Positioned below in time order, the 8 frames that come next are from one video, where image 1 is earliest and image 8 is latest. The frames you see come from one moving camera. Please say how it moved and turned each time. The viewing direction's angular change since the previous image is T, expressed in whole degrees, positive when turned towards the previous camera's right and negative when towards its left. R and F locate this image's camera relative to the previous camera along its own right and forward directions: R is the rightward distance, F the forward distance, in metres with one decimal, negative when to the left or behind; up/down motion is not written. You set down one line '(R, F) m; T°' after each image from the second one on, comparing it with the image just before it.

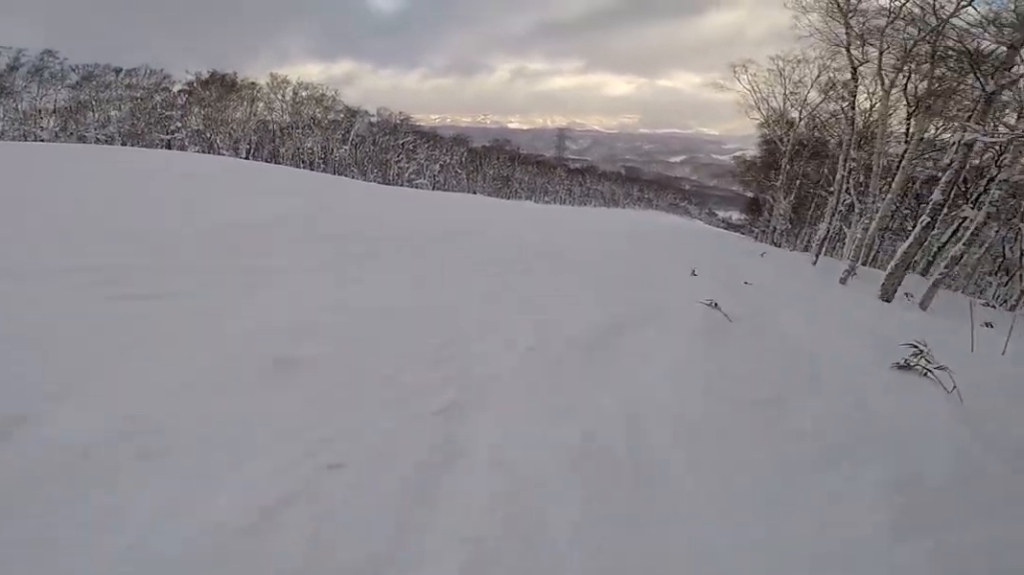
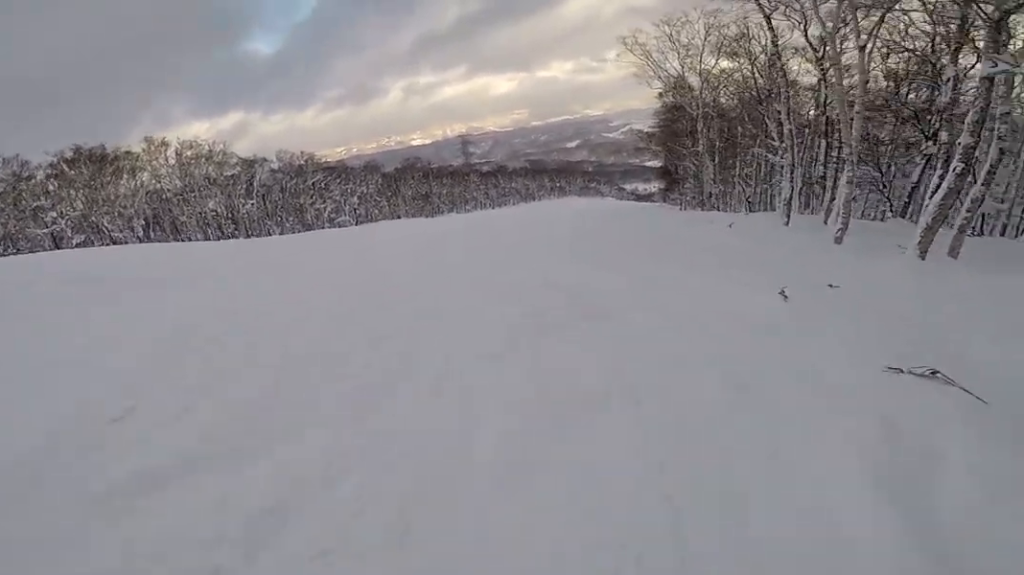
(+0.4, +3.6) m; +8°
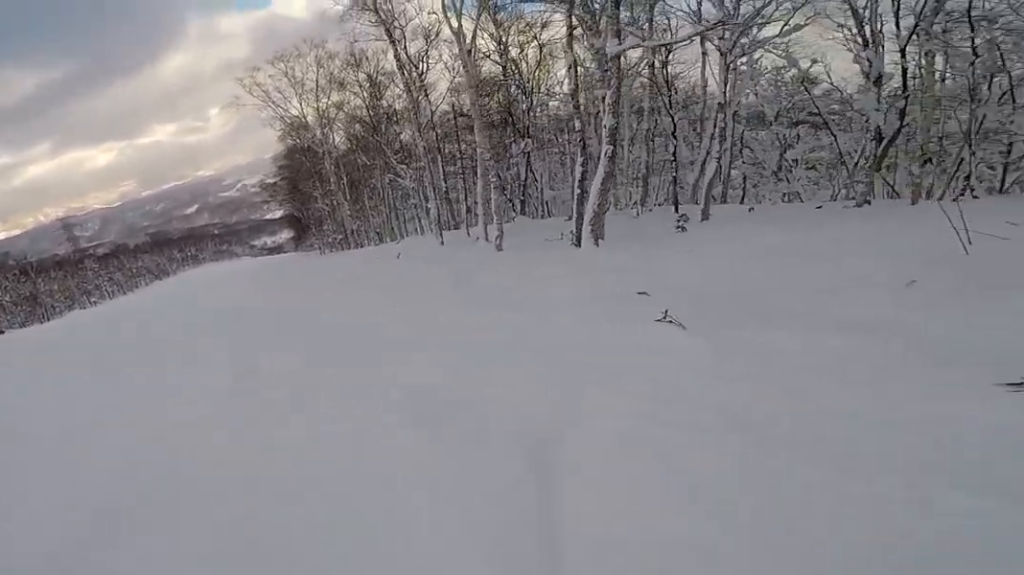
(+0.2, +3.6) m; +22°
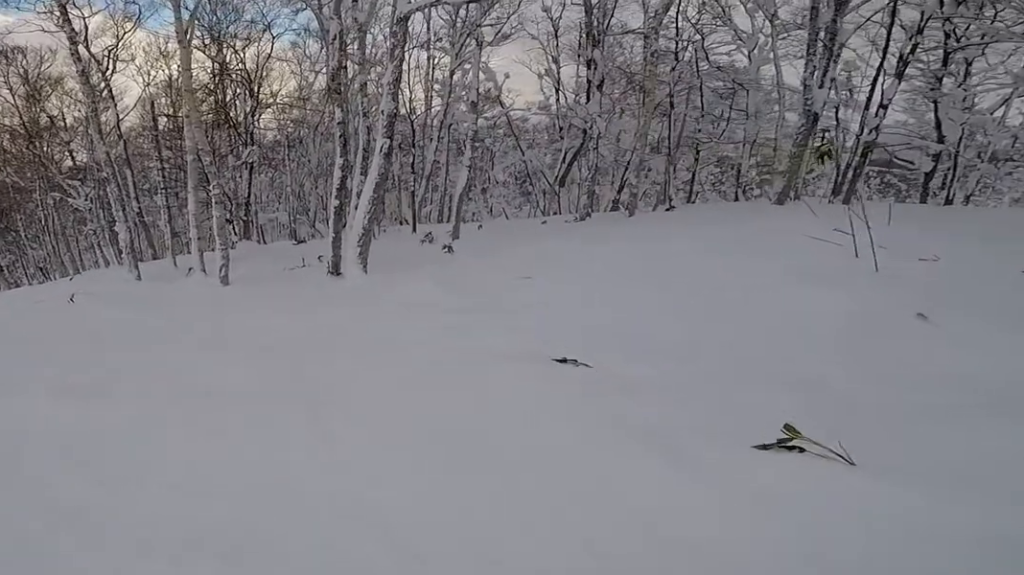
(+1.1, +3.3) m; +7°
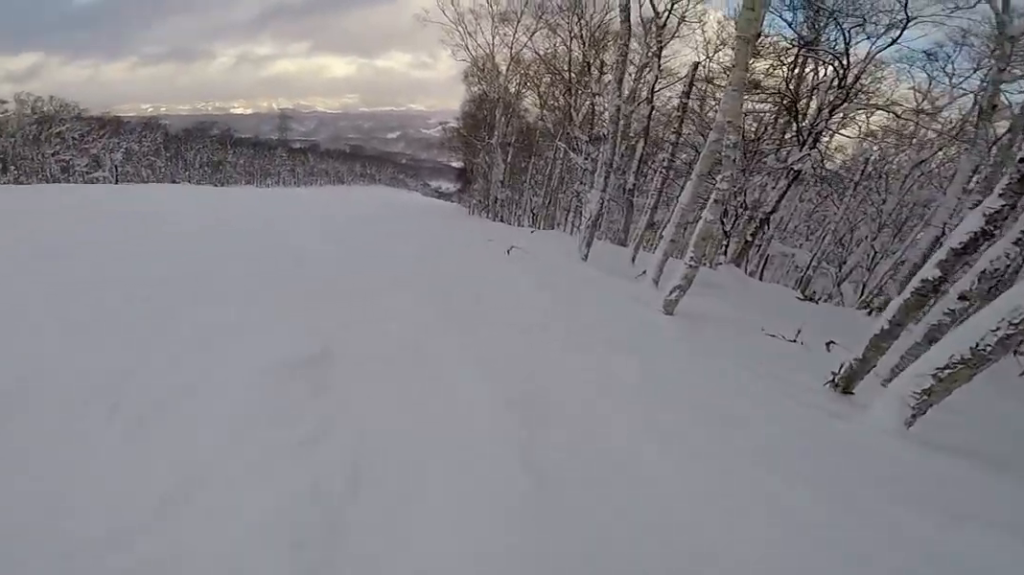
(-0.4, +3.2) m; -16°
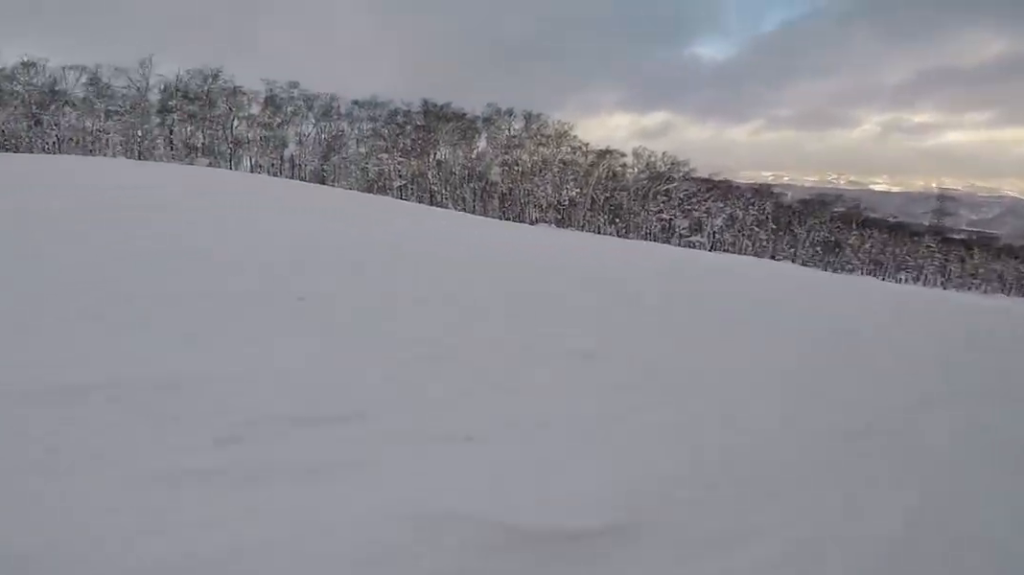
(-0.5, +2.4) m; -16°
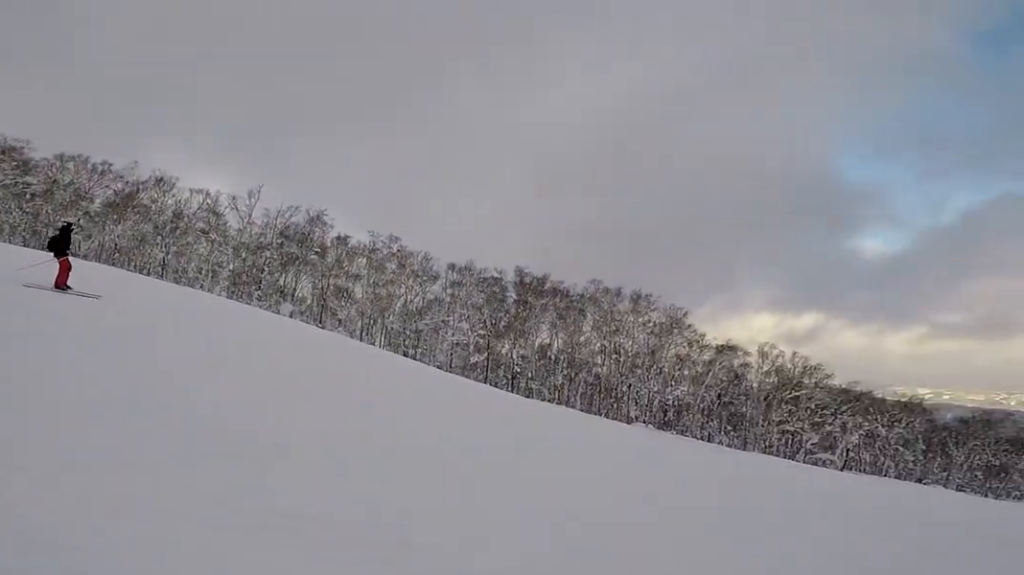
(-1.5, +5.6) m; -32°
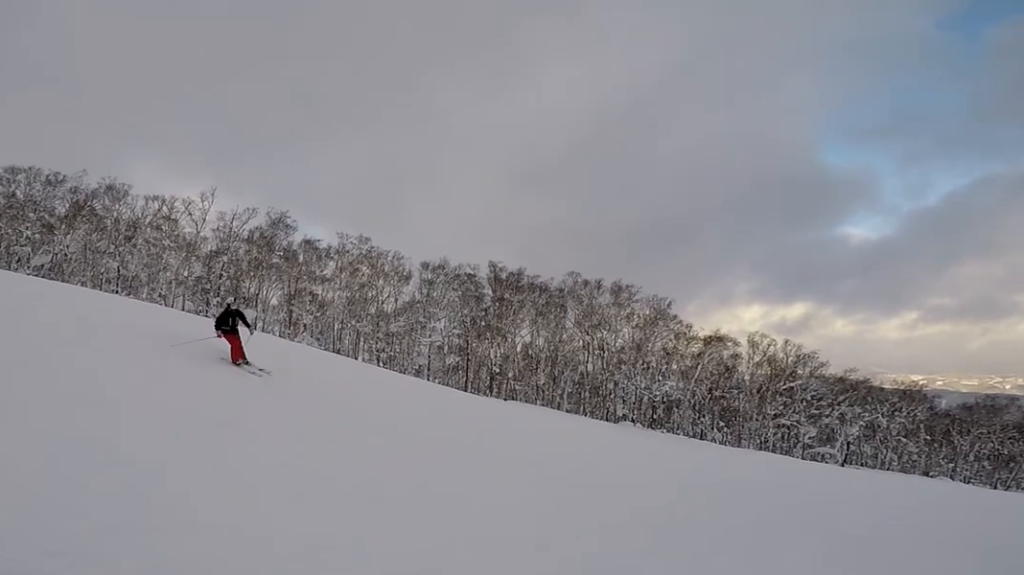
(-0.1, +3.6) m; -1°
